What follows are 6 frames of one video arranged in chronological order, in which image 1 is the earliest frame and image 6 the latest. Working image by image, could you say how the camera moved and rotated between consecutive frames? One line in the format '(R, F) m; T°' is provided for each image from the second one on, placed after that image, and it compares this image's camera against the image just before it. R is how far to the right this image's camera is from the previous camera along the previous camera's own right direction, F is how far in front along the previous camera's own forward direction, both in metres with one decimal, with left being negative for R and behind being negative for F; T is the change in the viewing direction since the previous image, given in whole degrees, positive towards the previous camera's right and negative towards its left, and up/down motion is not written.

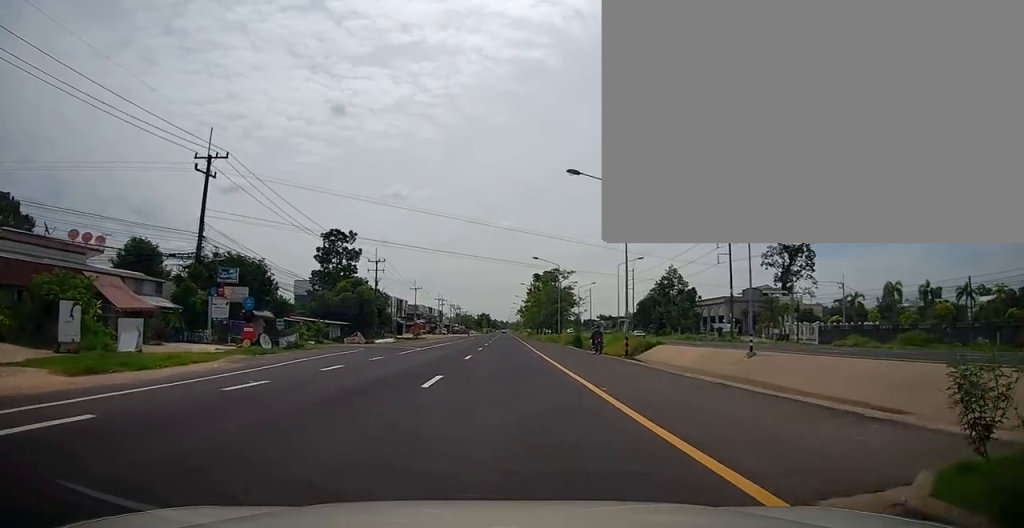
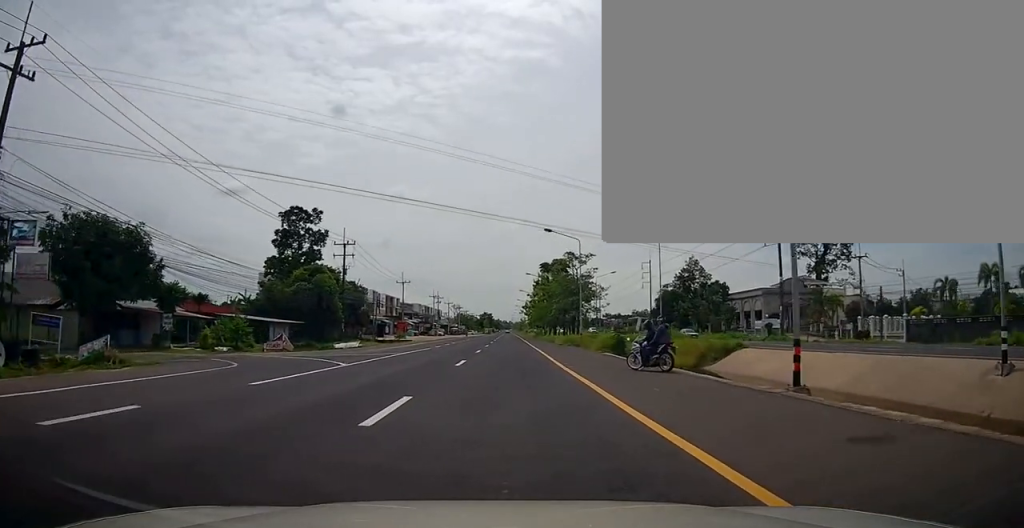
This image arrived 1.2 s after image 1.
(-0.1, +17.0) m; 0°
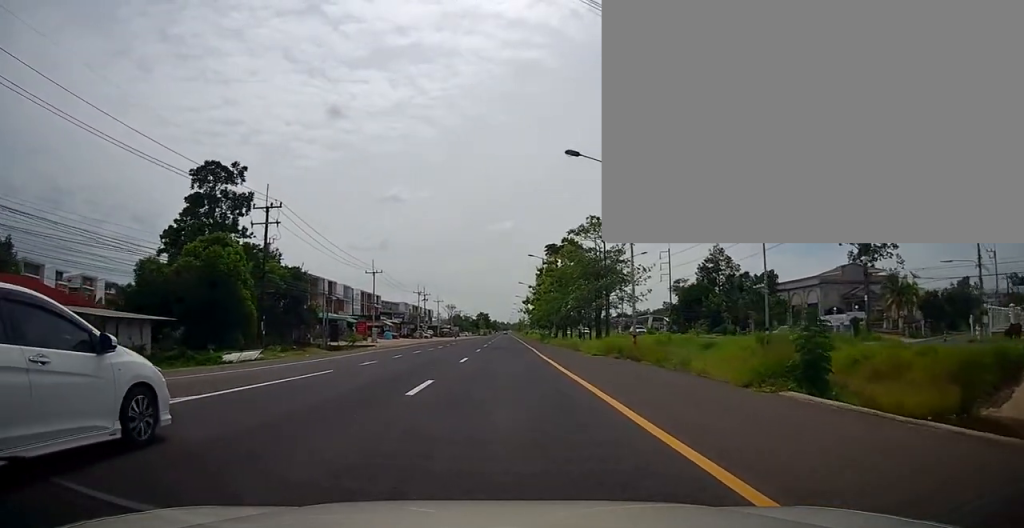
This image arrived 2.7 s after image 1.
(0.0, +20.5) m; -1°
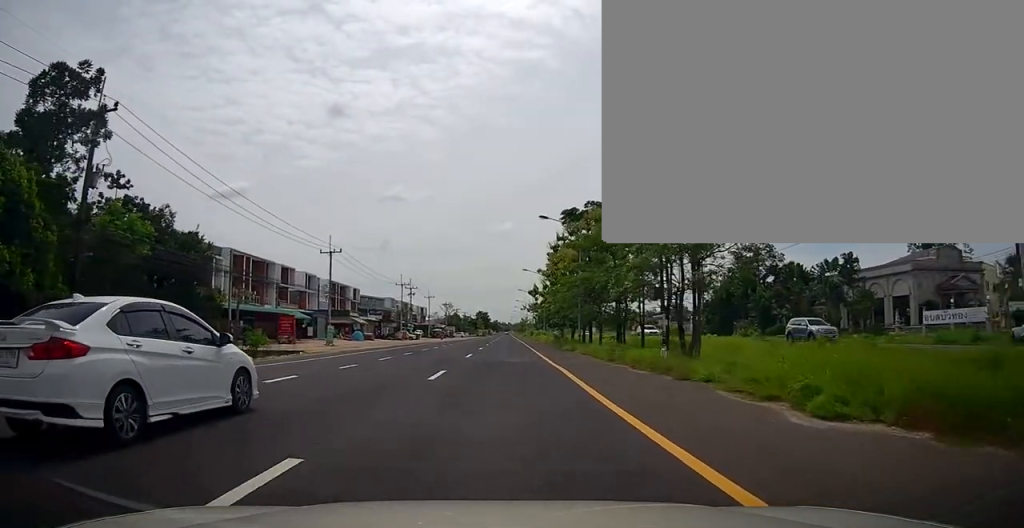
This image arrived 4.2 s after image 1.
(-0.1, +20.8) m; 0°
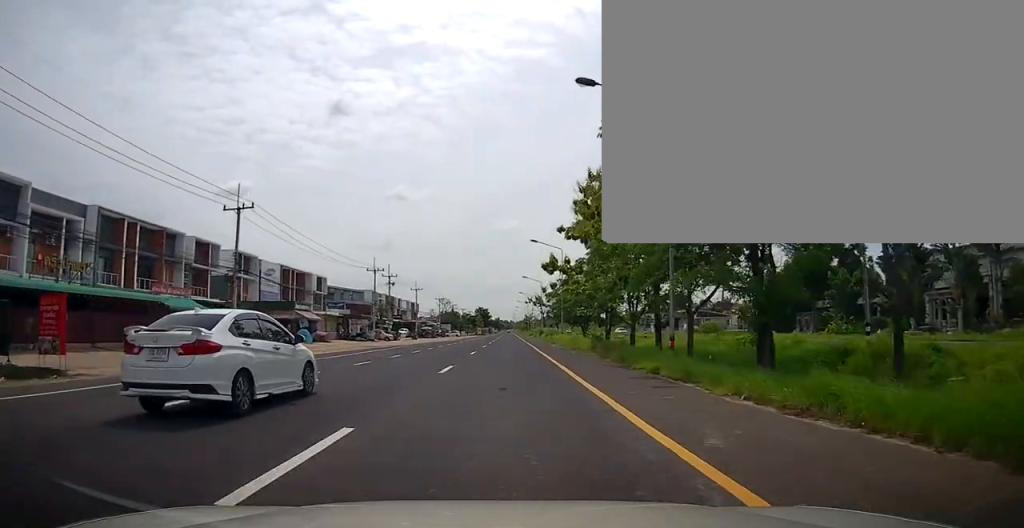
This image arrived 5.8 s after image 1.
(+0.2, +22.9) m; 0°
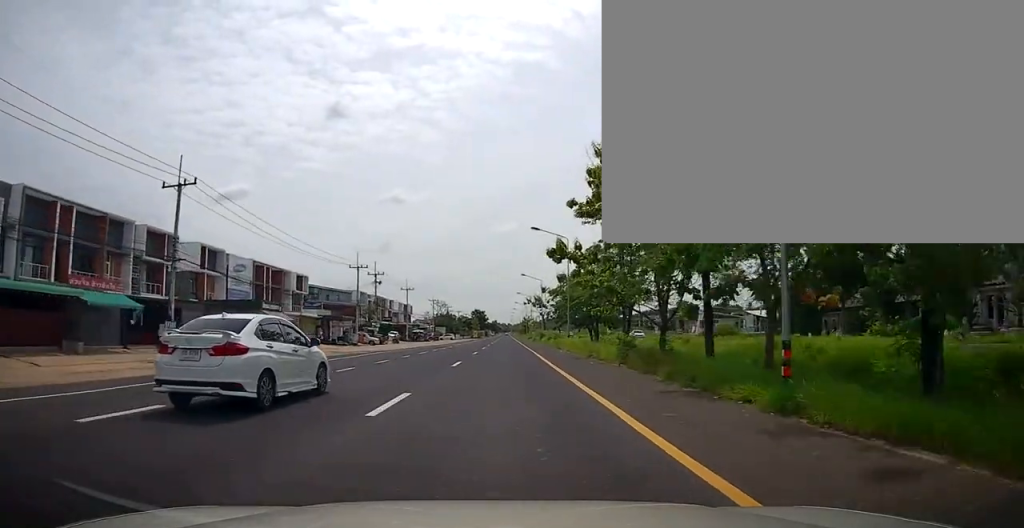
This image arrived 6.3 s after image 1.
(0.0, +7.8) m; 0°
